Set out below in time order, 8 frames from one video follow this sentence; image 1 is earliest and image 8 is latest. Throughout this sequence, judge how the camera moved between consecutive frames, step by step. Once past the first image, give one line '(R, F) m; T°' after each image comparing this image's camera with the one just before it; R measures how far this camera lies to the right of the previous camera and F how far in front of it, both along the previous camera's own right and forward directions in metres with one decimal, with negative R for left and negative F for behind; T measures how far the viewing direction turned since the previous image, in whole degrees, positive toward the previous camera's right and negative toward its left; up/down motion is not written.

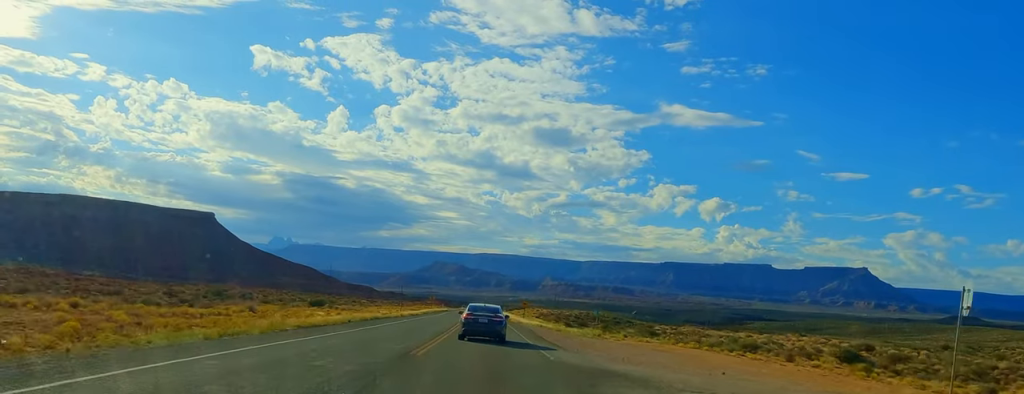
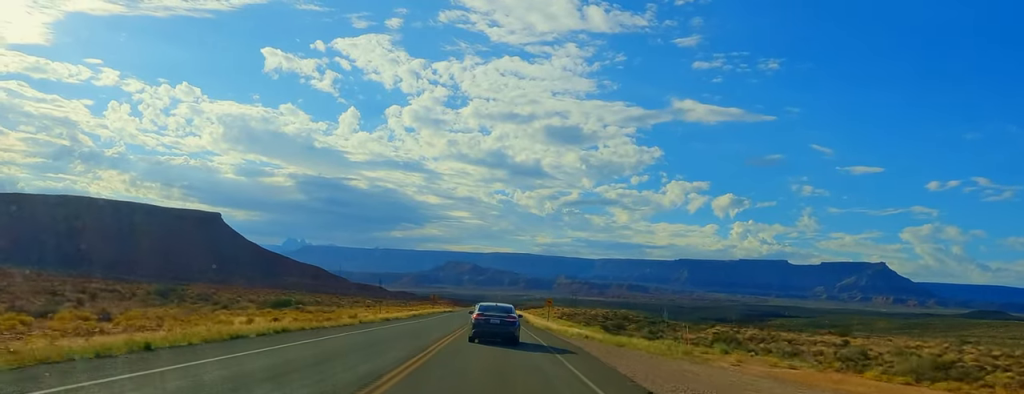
(-0.1, +25.1) m; 0°
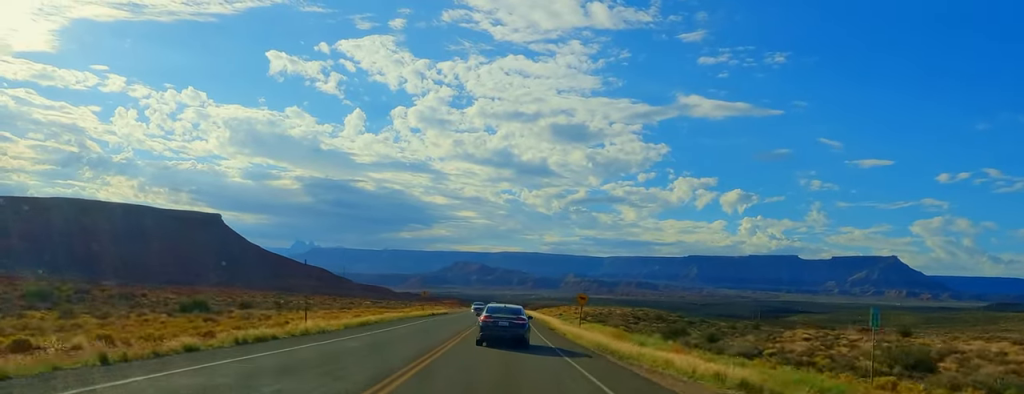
(0.0, +26.7) m; 0°
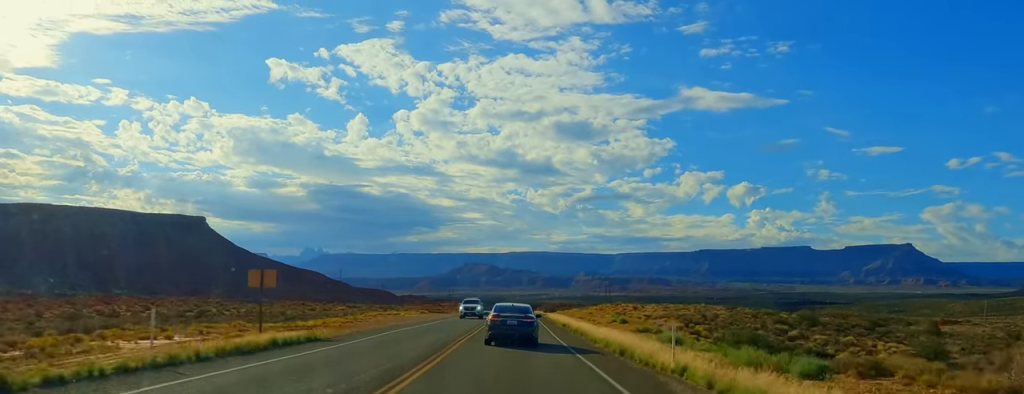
(0.0, +65.7) m; 0°
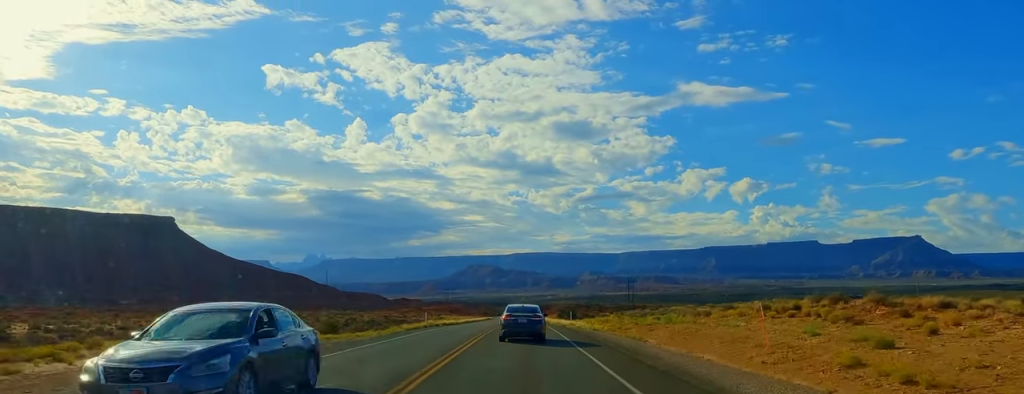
(-0.1, +80.8) m; 0°
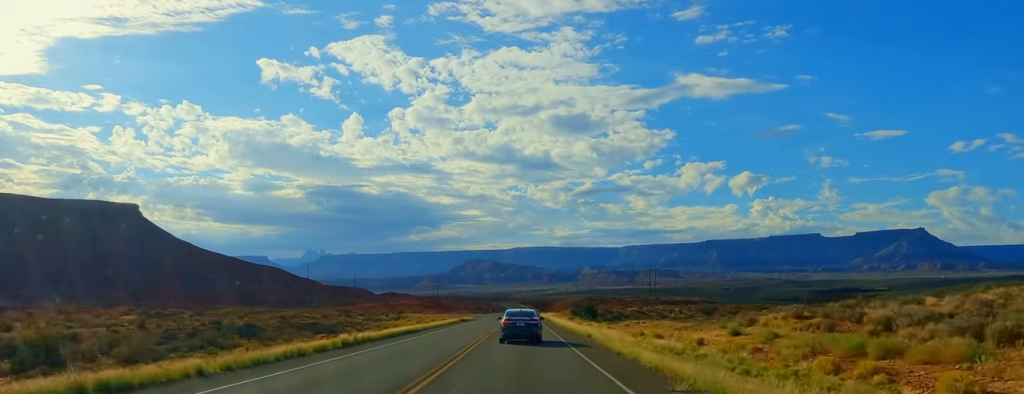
(-0.2, +65.8) m; -1°
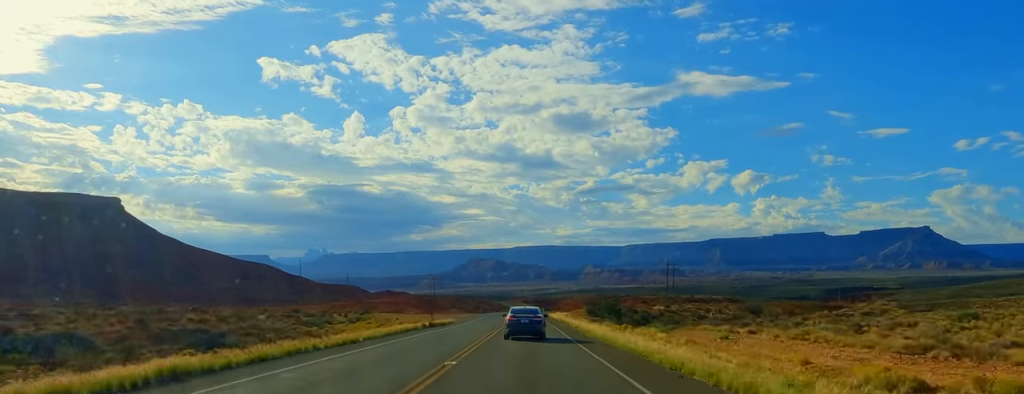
(-0.6, +33.6) m; +1°
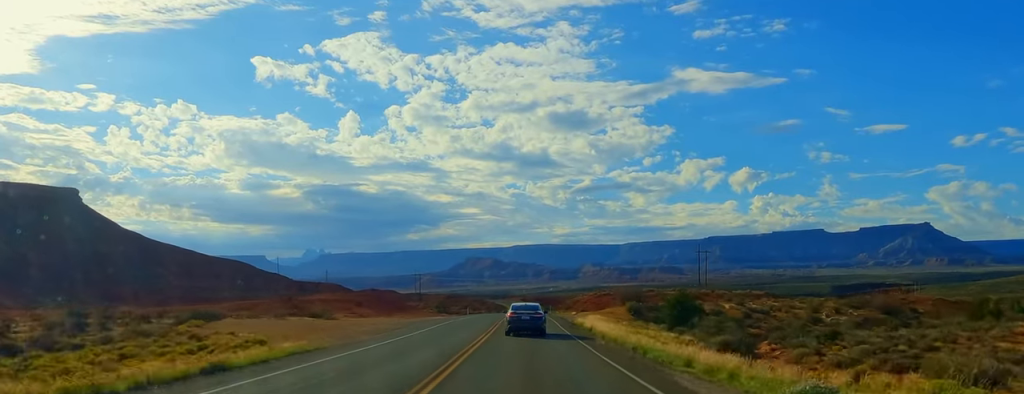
(+0.9, +53.7) m; +1°
